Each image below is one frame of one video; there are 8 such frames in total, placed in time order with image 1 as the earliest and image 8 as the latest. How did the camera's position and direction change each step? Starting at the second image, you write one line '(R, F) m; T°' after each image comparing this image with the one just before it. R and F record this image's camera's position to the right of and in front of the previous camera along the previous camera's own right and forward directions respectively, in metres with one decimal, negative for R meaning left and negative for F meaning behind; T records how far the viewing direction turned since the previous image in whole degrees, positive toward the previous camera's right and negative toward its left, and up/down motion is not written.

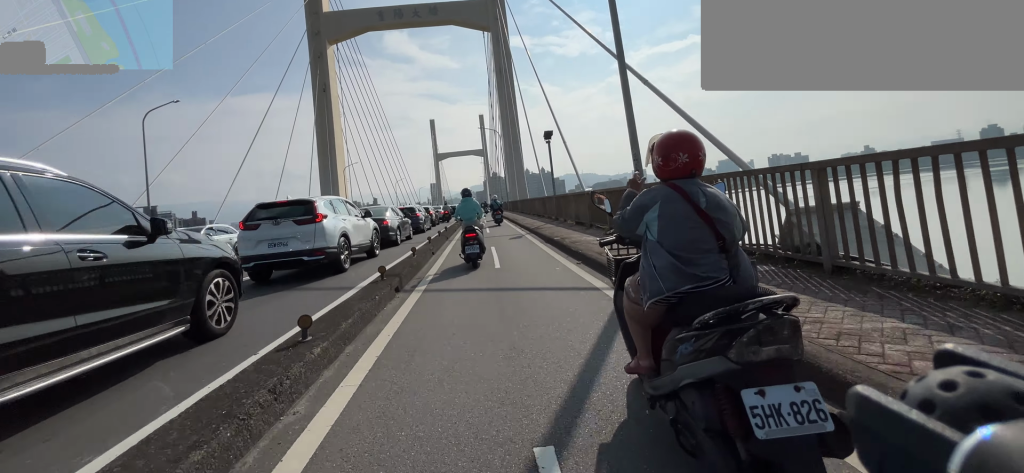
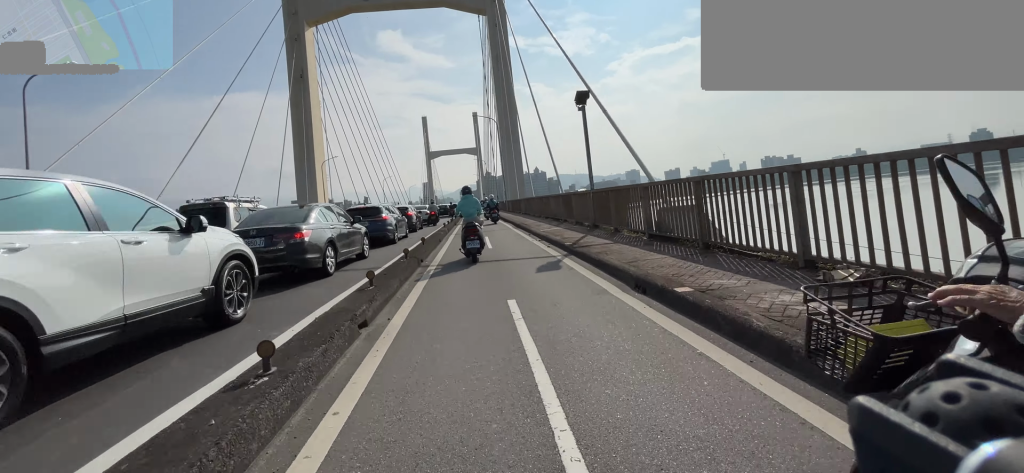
(-0.1, +7.0) m; +1°
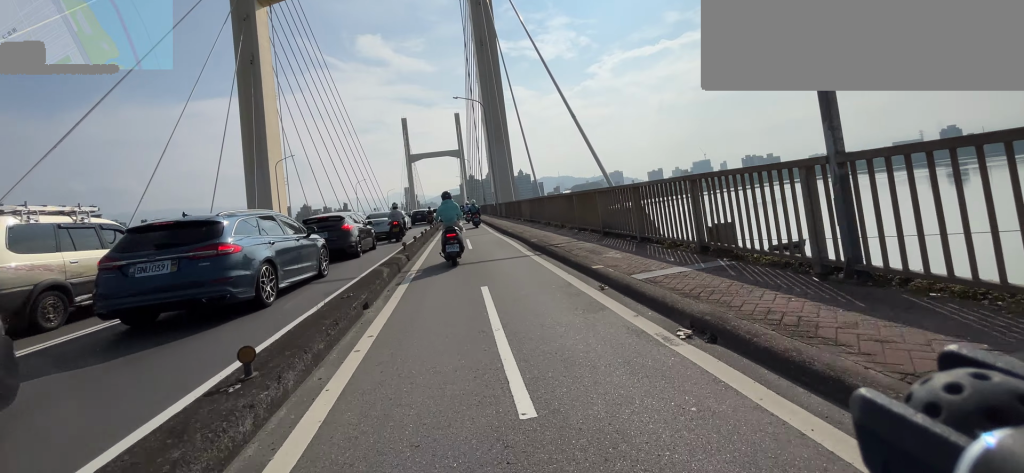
(+0.3, +9.0) m; 0°
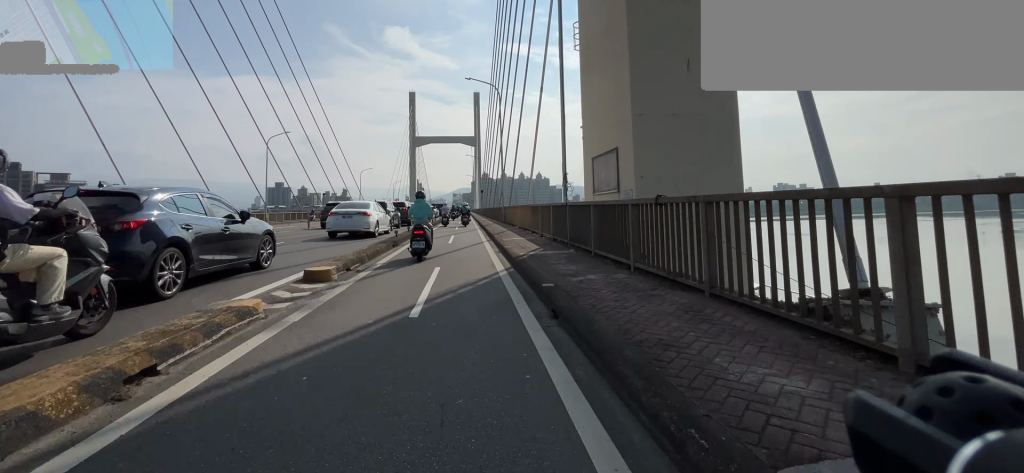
(-1.3, +48.1) m; -2°
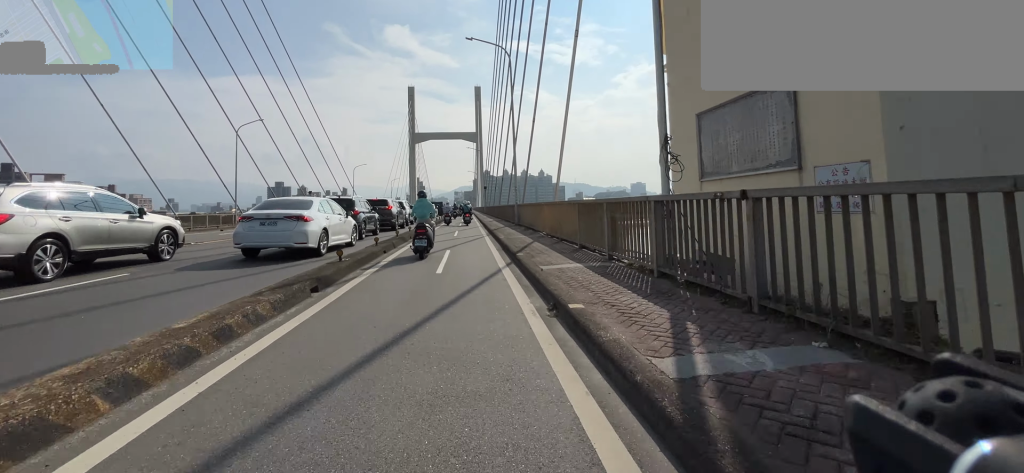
(0.0, +6.9) m; 0°
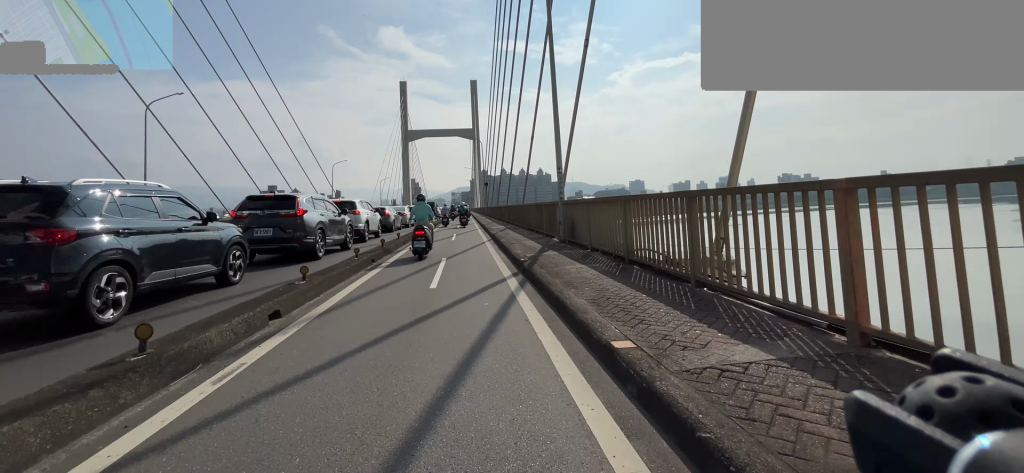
(0.0, +11.2) m; +1°
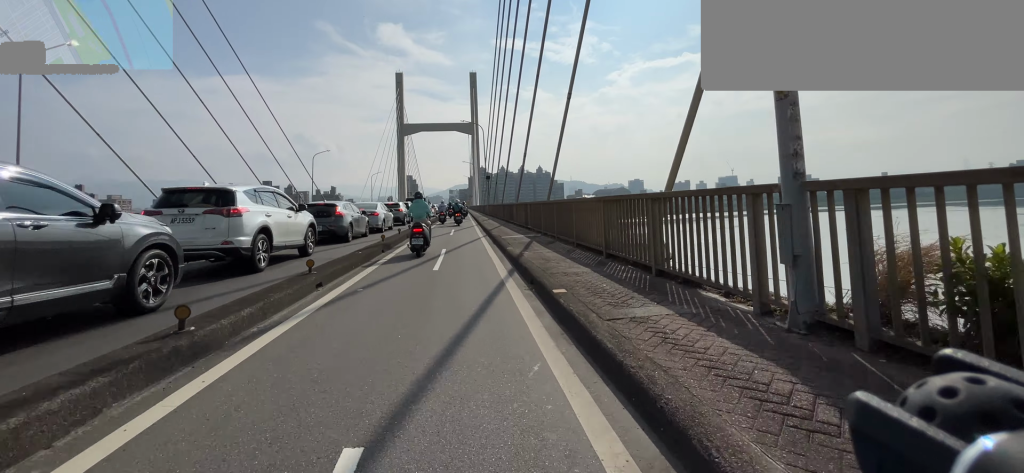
(+0.1, +8.2) m; 0°
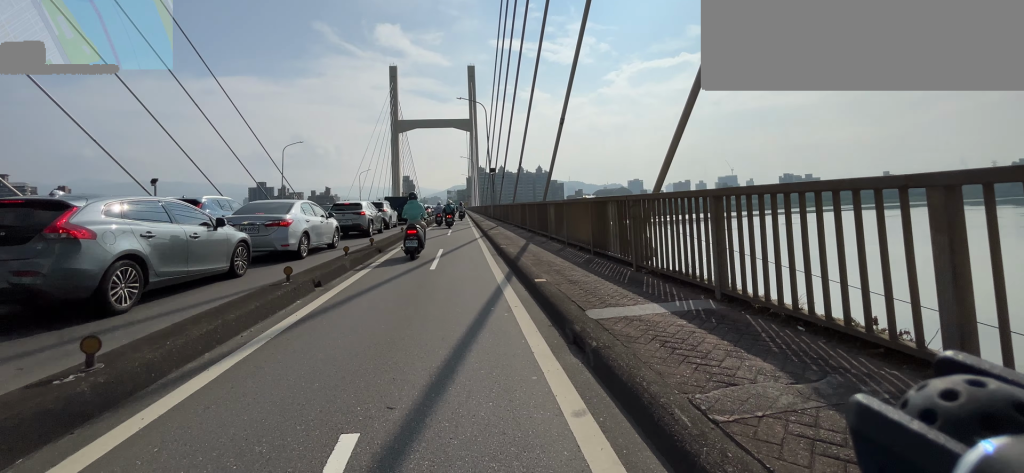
(0.0, +9.6) m; 0°
